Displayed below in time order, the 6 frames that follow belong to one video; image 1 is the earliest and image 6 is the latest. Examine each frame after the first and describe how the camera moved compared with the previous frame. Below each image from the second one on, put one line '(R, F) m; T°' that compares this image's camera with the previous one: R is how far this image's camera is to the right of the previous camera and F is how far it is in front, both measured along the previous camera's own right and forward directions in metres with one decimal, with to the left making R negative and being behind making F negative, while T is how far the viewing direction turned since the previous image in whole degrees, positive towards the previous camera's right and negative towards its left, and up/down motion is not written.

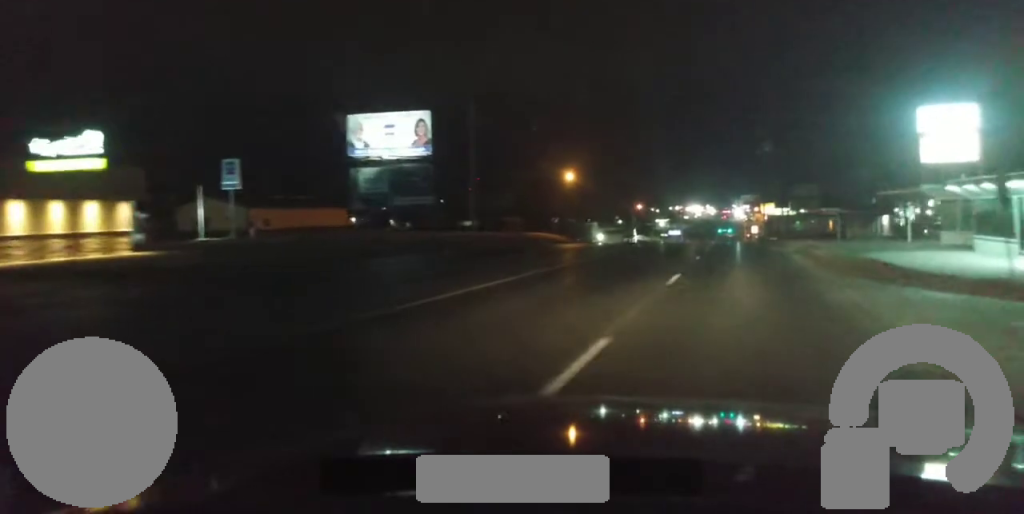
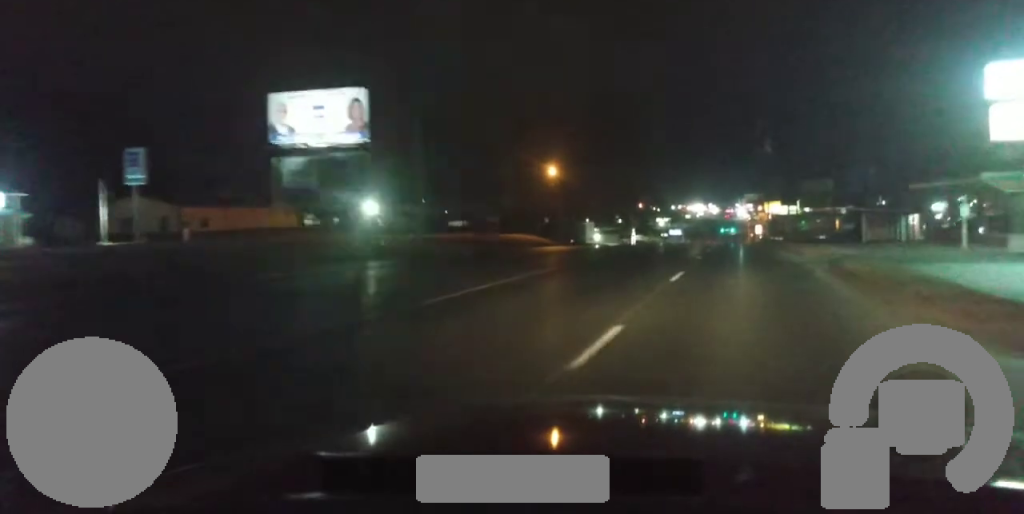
(0.0, +10.6) m; 0°
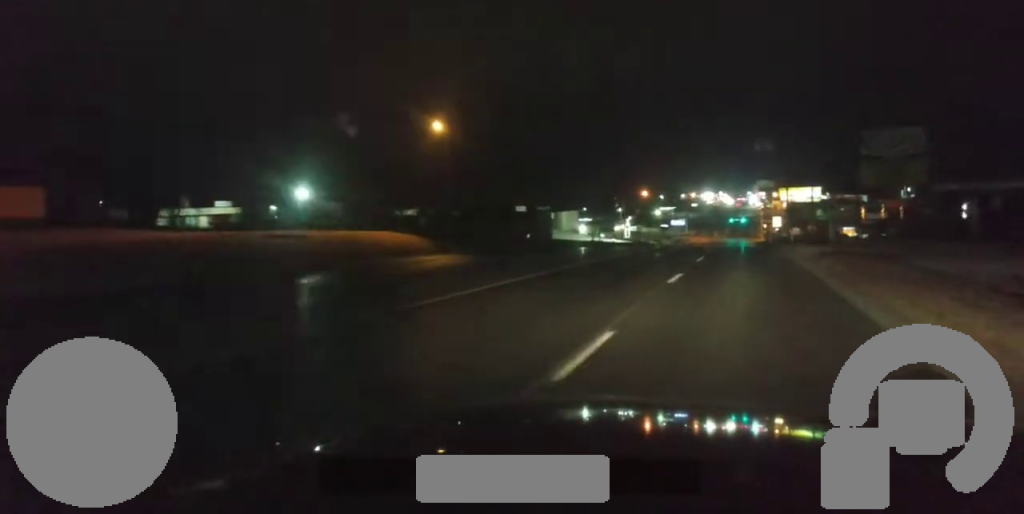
(-0.1, +37.3) m; 0°
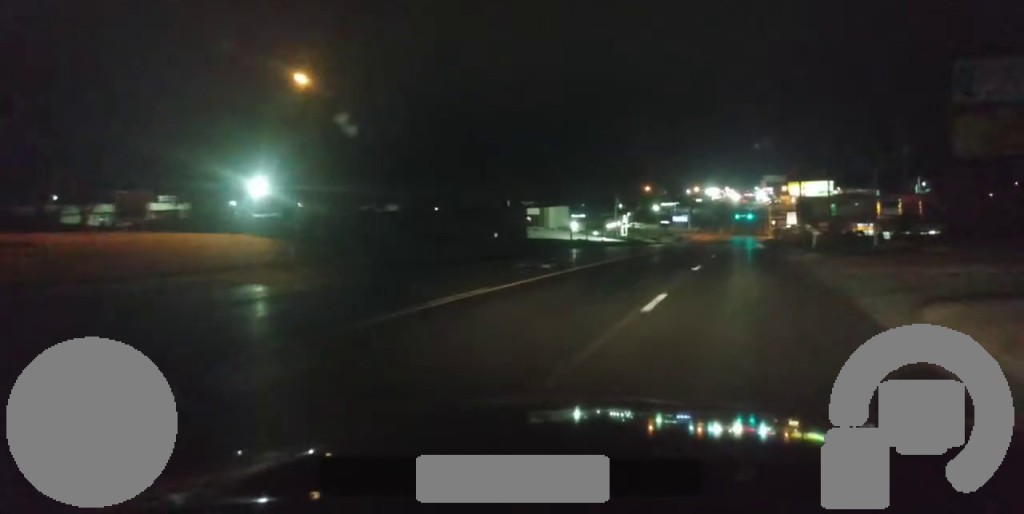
(+0.1, +17.9) m; -2°
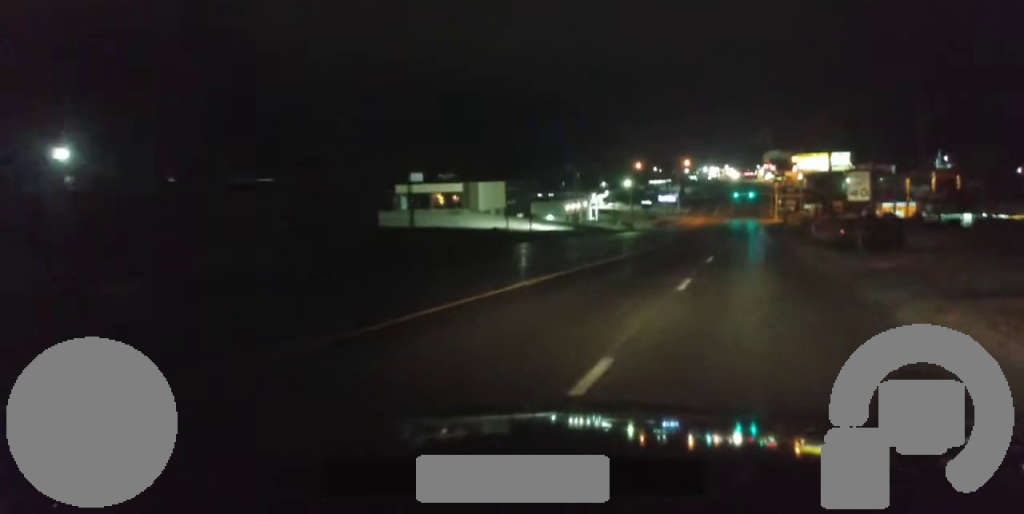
(0.0, +44.7) m; +1°
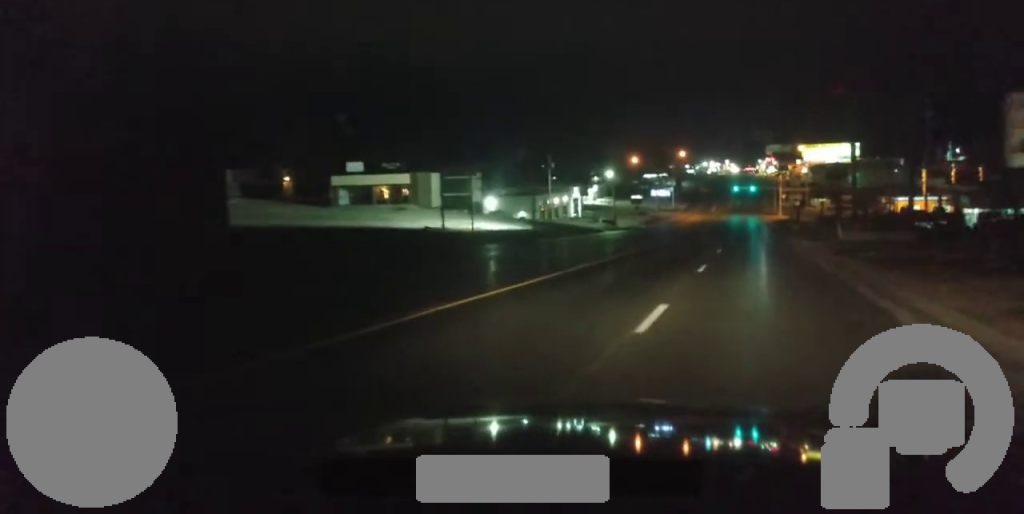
(-0.4, +18.5) m; -2°
